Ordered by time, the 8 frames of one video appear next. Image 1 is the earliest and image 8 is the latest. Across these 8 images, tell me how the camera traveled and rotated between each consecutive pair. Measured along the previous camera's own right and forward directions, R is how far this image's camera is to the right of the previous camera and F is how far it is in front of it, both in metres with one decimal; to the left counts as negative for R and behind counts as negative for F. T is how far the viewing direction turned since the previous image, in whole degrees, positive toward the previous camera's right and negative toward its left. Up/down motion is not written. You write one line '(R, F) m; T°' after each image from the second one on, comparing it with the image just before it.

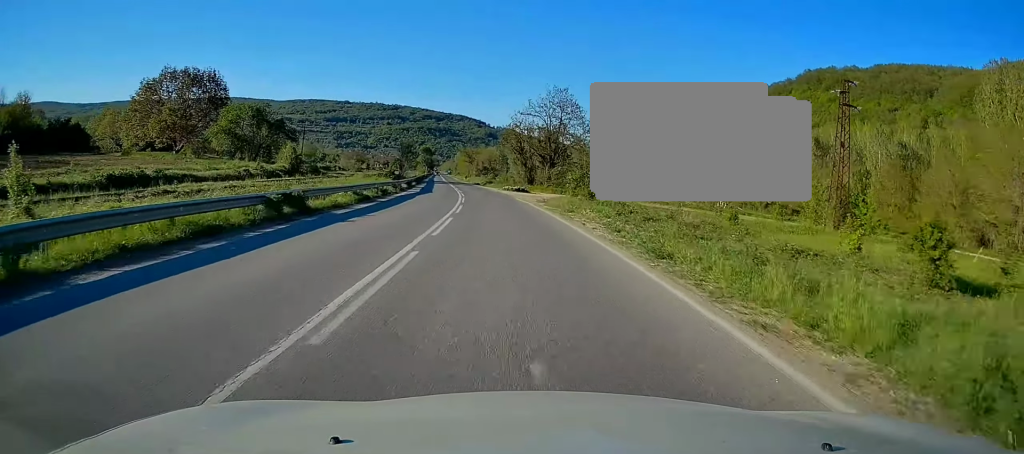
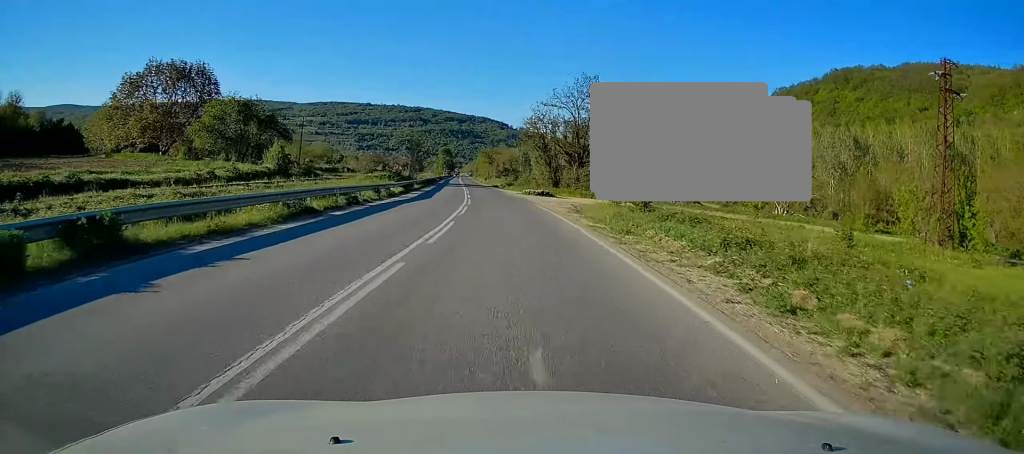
(0.0, +10.4) m; -2°
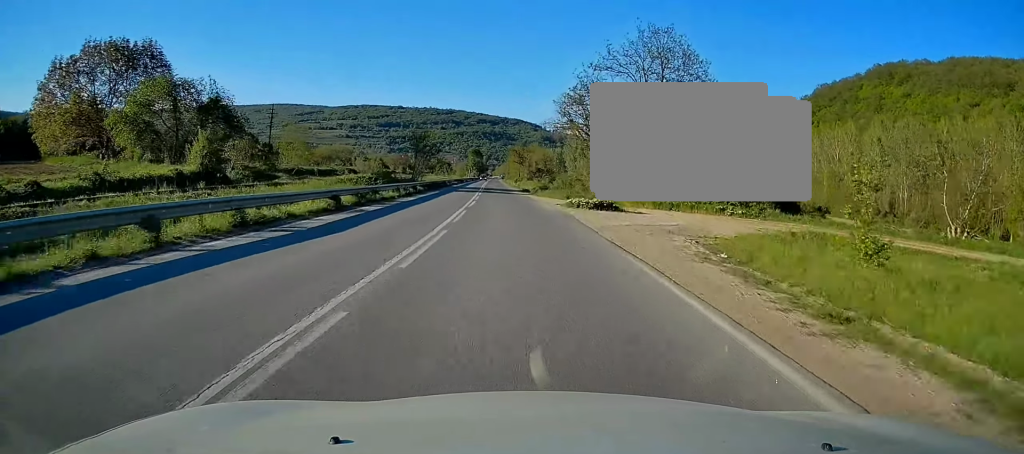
(-0.9, +21.7) m; -3°
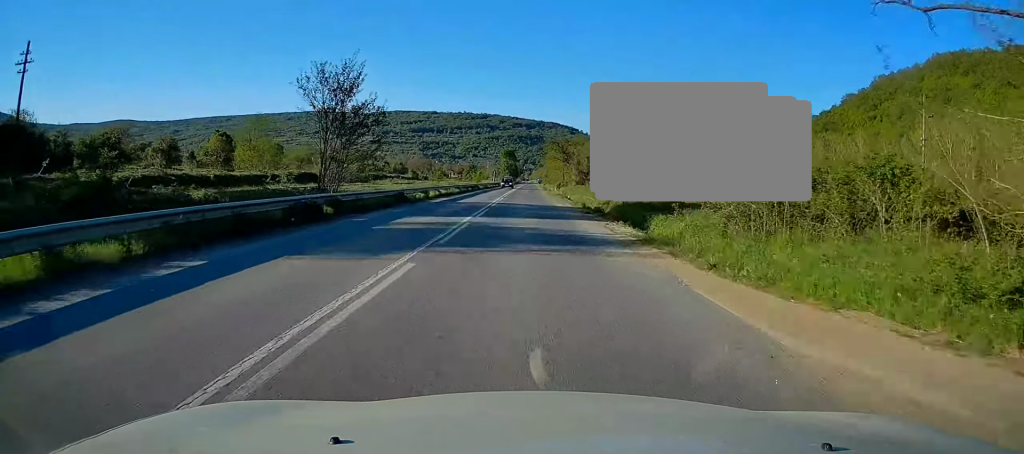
(-1.4, +42.3) m; -3°
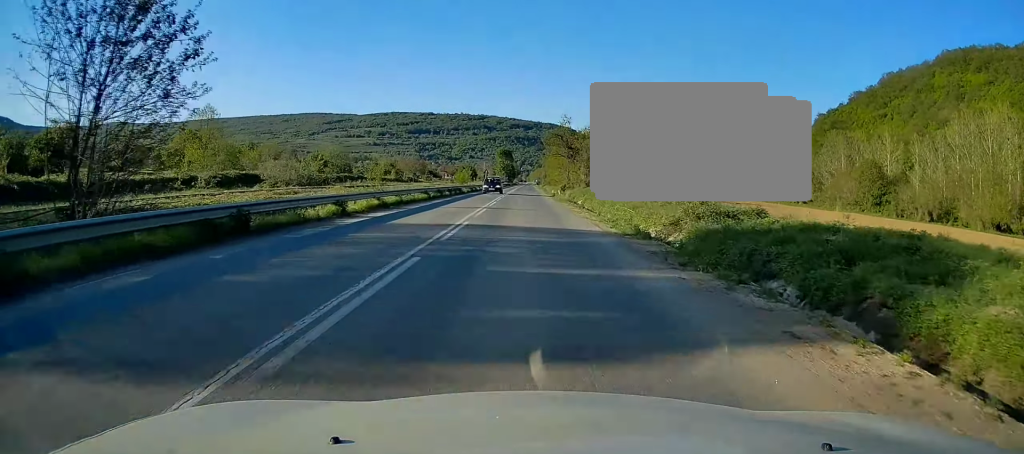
(-0.2, +17.3) m; -1°
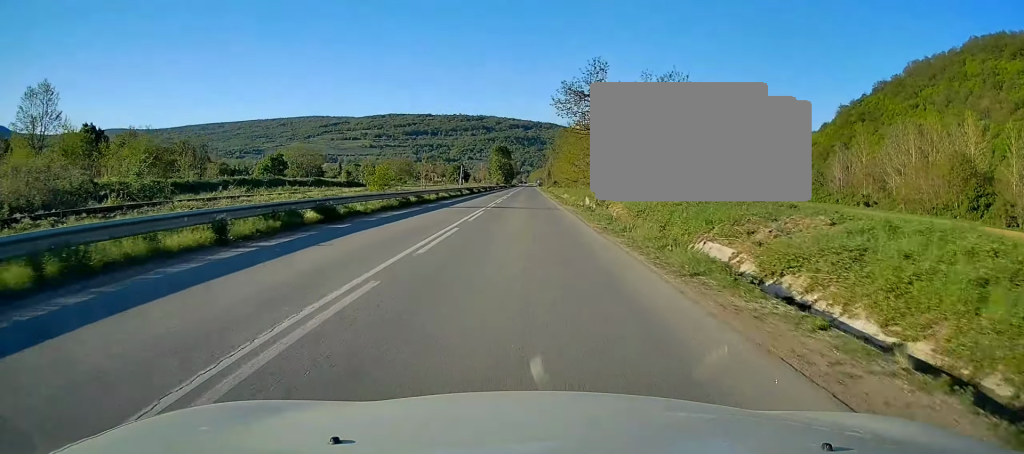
(-0.2, +38.4) m; 0°
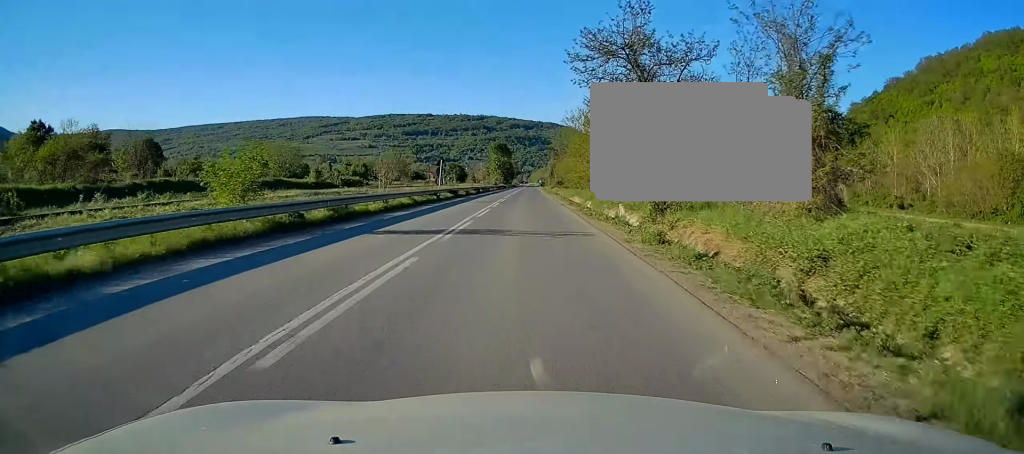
(0.0, +15.9) m; 0°
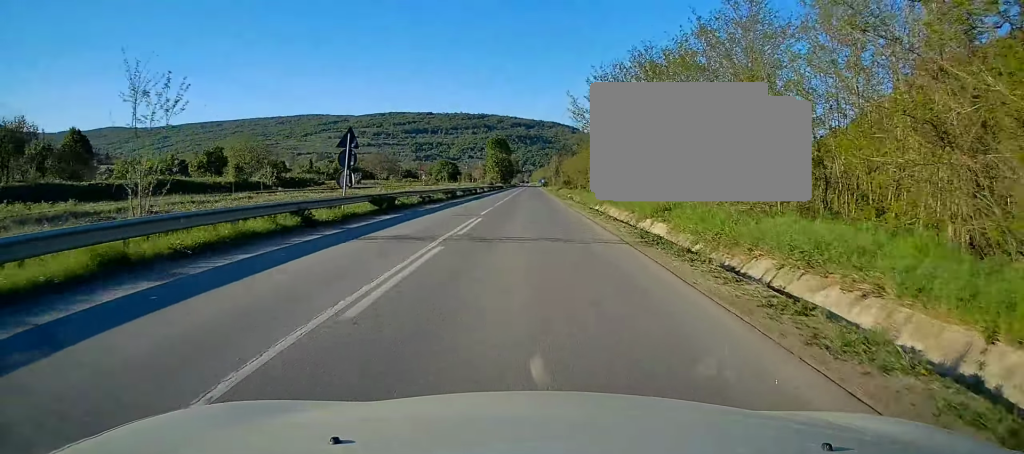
(0.0, +25.6) m; 0°
